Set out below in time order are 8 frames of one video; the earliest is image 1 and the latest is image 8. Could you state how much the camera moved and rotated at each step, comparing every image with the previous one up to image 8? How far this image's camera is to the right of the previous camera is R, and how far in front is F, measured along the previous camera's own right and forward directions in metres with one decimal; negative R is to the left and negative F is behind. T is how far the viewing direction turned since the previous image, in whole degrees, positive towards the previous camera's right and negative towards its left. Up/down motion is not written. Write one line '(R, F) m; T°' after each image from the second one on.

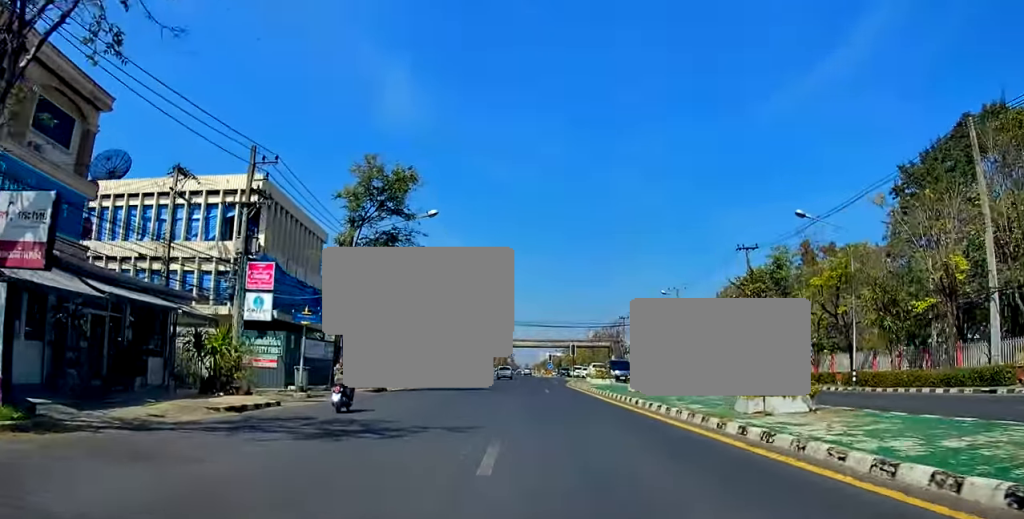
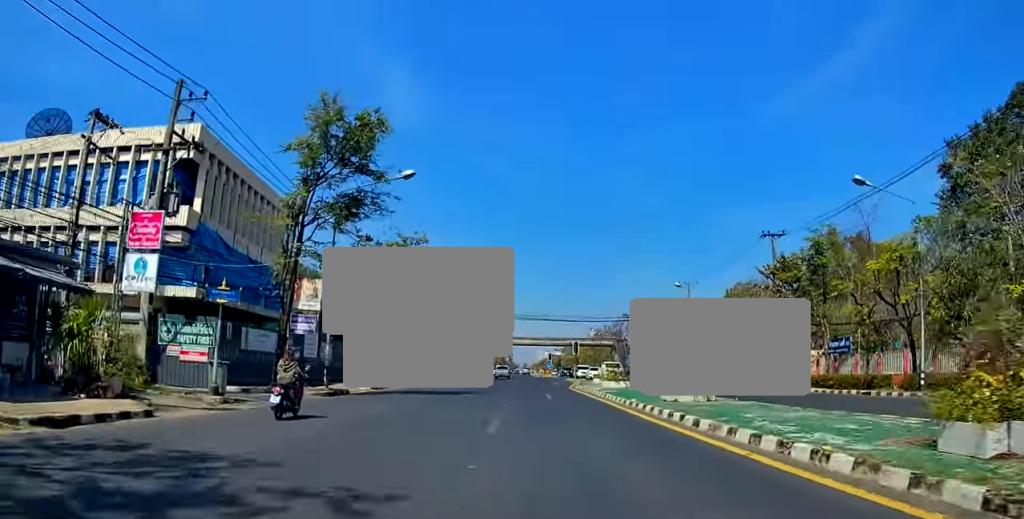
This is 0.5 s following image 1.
(-0.1, +6.6) m; +1°
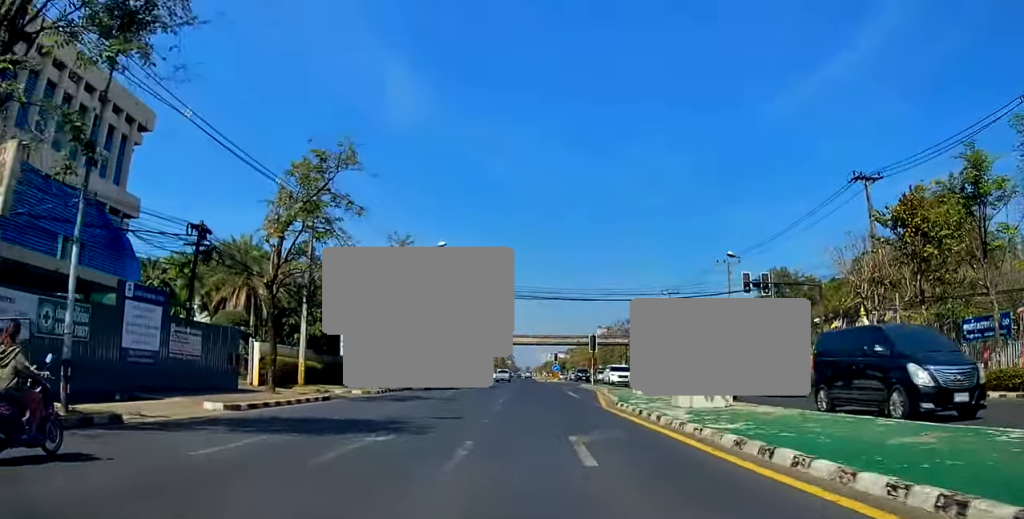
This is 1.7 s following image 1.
(+0.4, +16.3) m; -1°
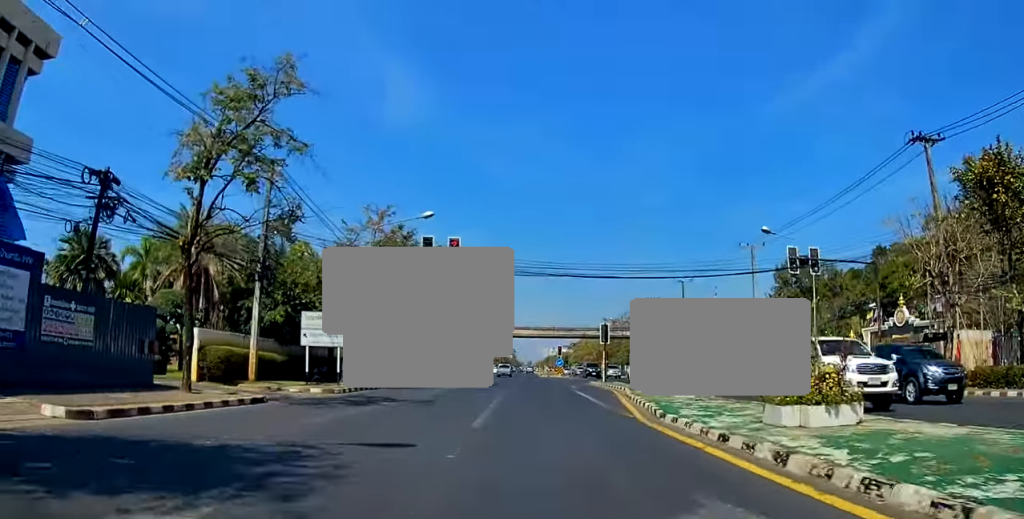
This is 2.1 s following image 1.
(-0.4, +6.6) m; -1°
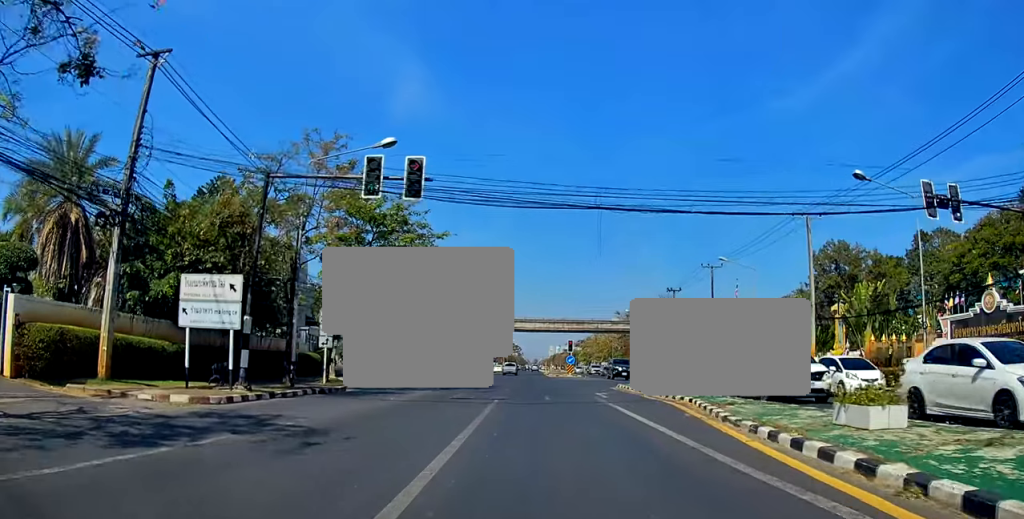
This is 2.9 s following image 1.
(0.0, +11.1) m; 0°
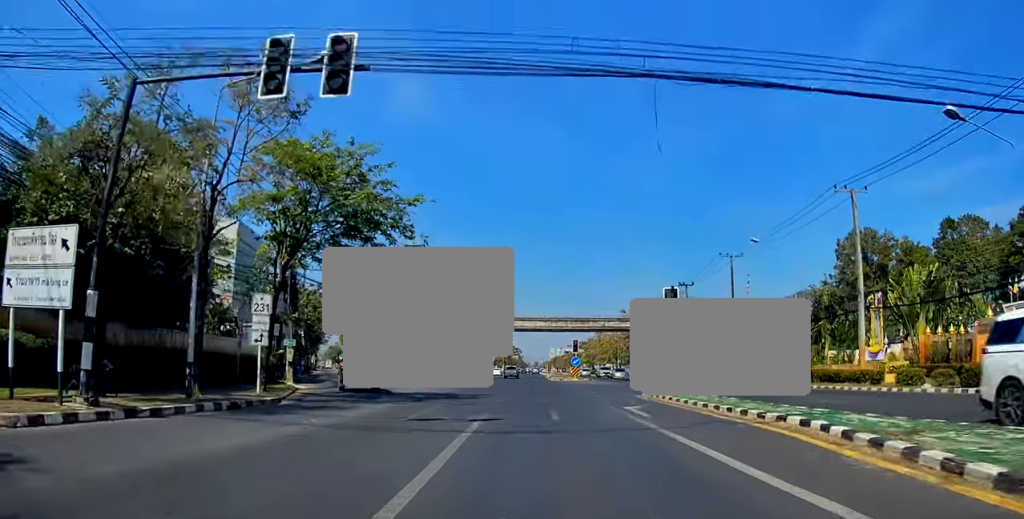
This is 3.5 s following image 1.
(+0.1, +7.8) m; +1°
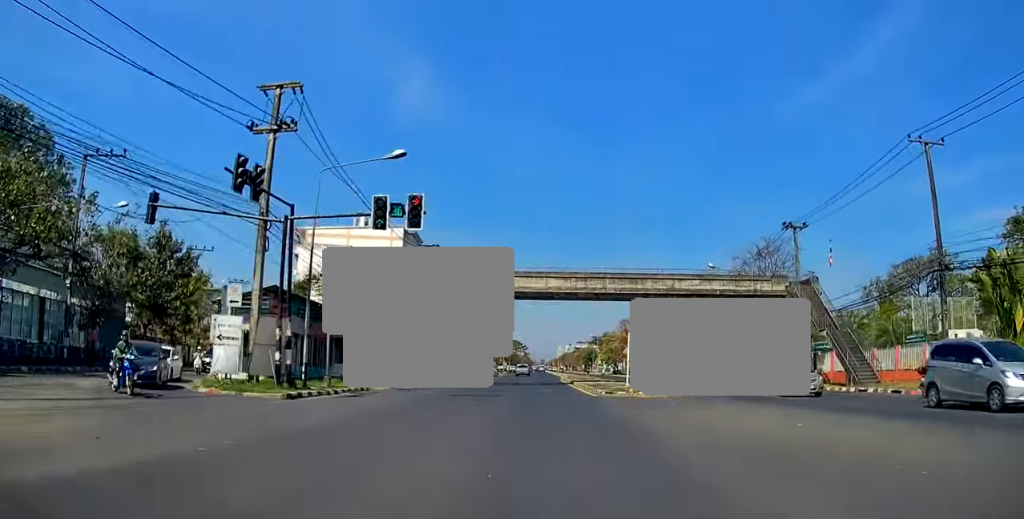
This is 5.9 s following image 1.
(+0.2, +34.4) m; +1°
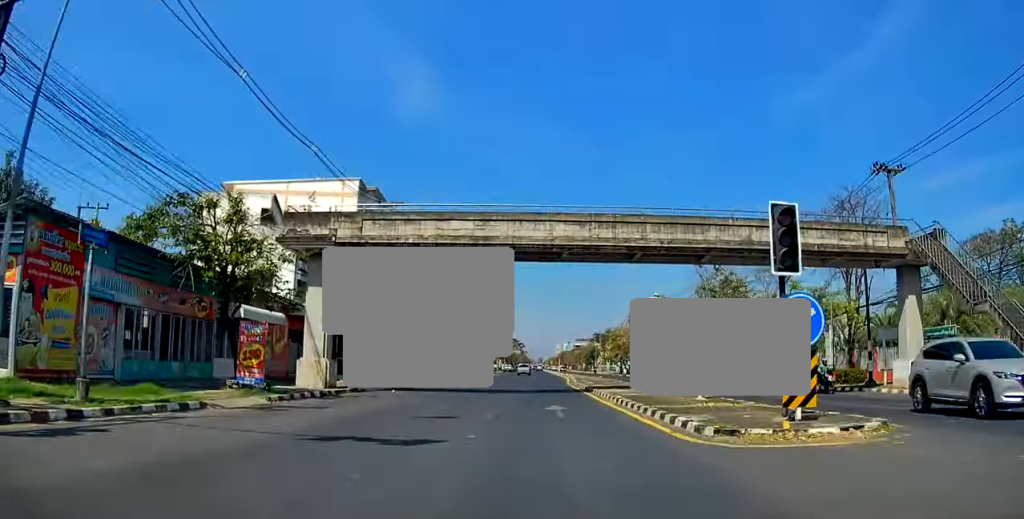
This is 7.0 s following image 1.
(+0.1, +15.6) m; 0°
